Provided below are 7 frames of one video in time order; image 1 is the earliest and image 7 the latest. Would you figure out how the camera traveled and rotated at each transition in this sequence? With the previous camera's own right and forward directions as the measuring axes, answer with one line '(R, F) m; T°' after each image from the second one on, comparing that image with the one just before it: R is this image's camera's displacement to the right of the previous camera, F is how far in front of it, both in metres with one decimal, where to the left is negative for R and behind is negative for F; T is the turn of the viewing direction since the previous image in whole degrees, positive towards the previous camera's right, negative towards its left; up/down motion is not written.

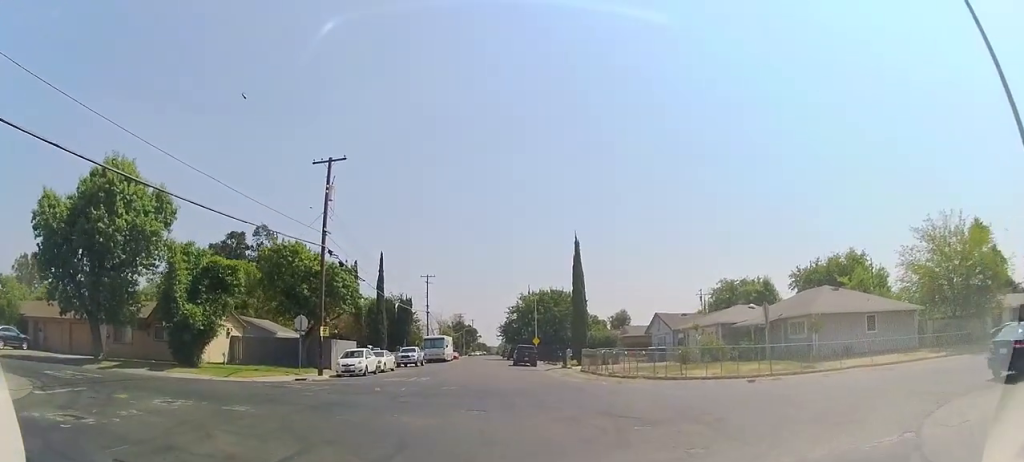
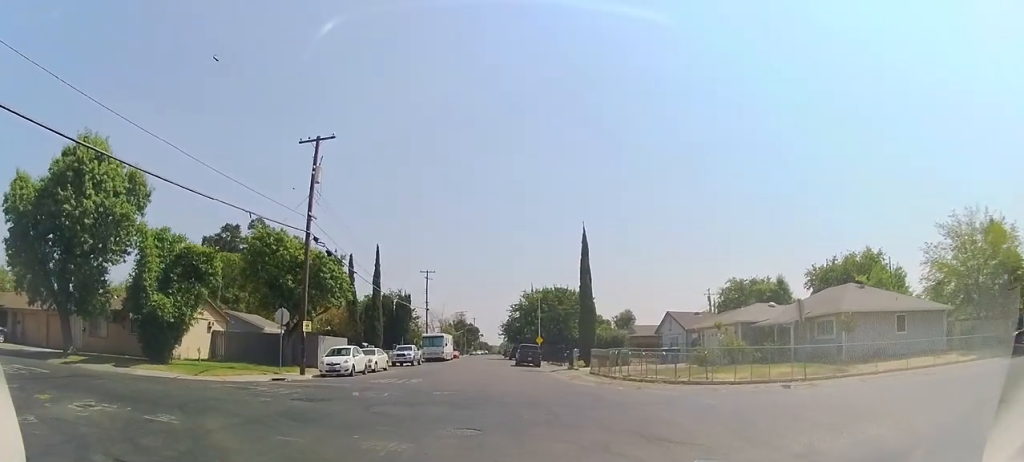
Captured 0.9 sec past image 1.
(0.0, +3.5) m; +1°
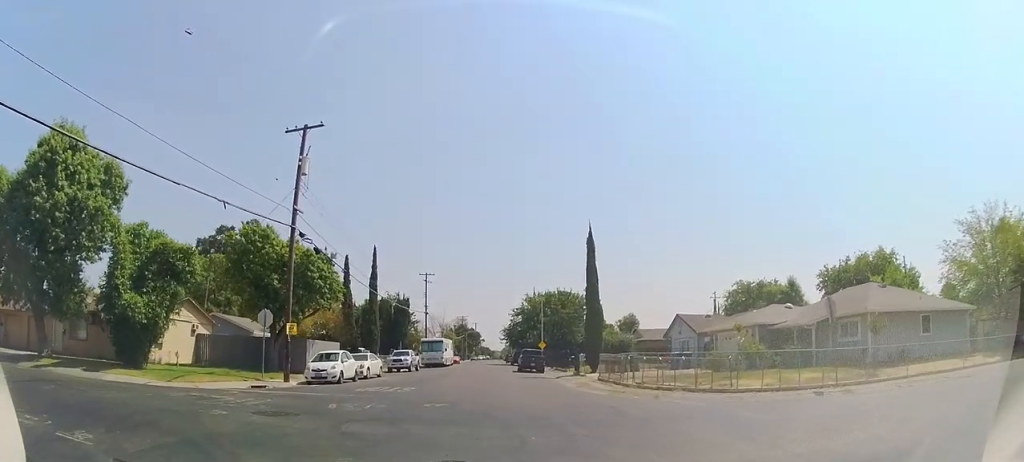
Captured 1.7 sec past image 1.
(0.0, +2.4) m; +5°
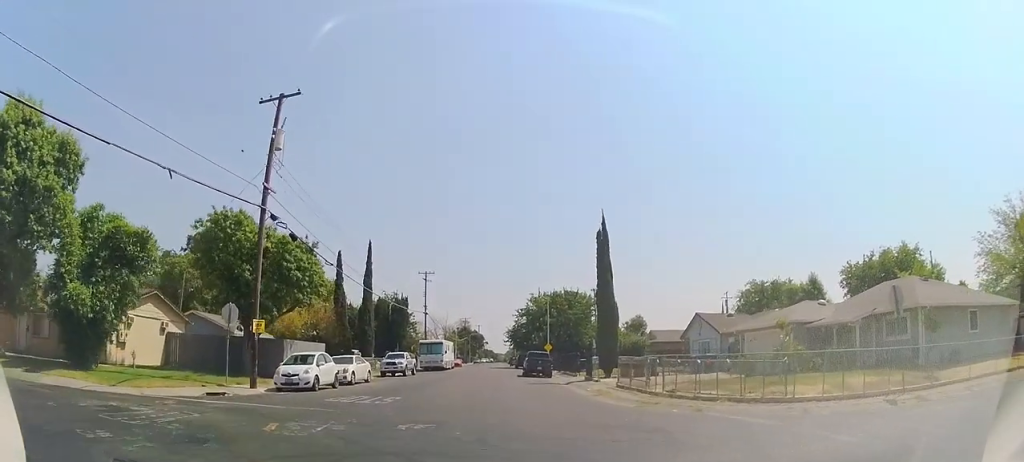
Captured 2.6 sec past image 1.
(+0.2, +3.2) m; +1°
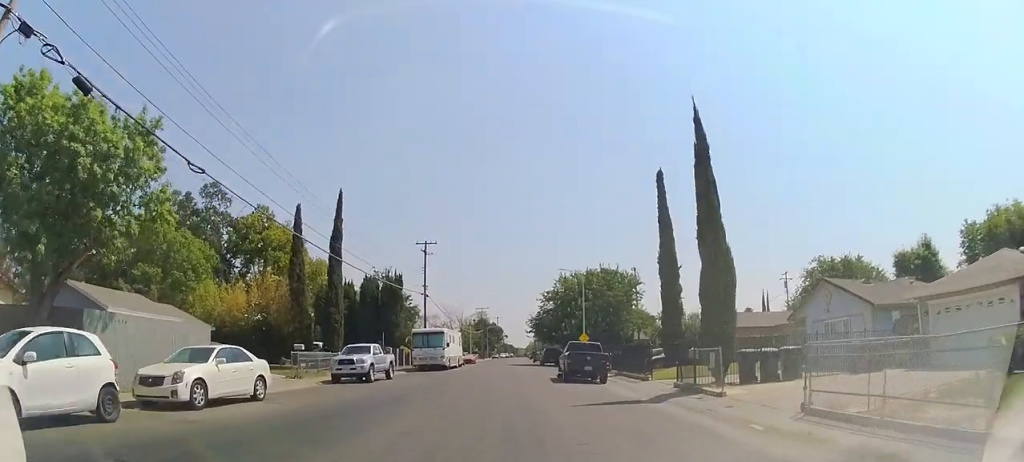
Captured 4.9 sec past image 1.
(-1.6, +12.2) m; -12°
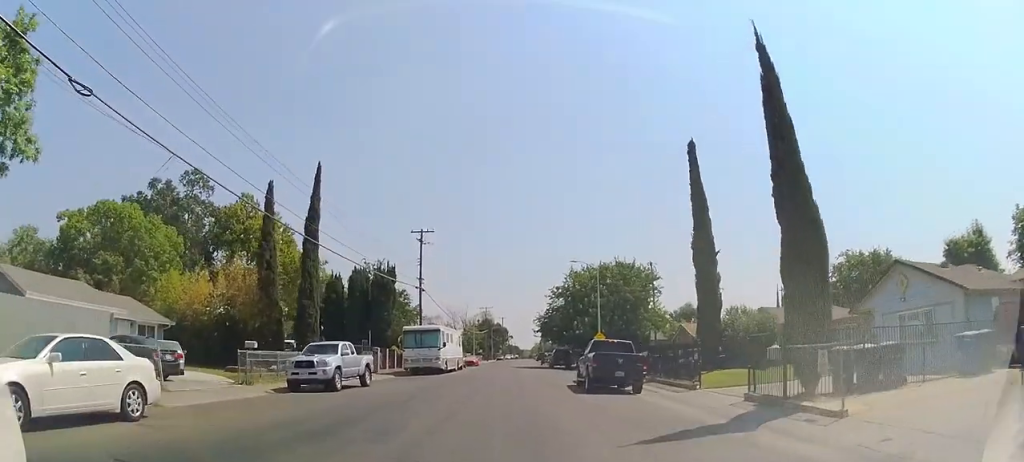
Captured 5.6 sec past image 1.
(0.0, +5.2) m; +1°
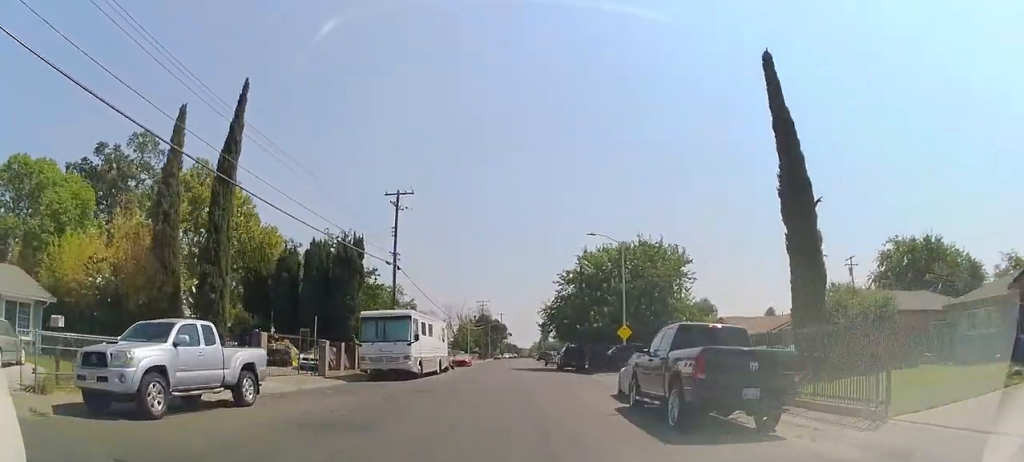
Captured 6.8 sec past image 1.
(+0.3, +9.8) m; +3°
